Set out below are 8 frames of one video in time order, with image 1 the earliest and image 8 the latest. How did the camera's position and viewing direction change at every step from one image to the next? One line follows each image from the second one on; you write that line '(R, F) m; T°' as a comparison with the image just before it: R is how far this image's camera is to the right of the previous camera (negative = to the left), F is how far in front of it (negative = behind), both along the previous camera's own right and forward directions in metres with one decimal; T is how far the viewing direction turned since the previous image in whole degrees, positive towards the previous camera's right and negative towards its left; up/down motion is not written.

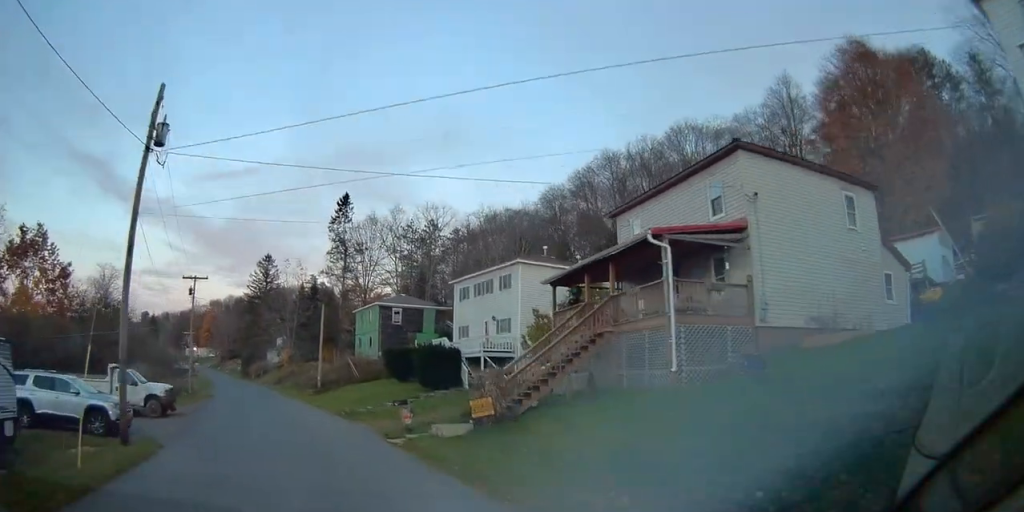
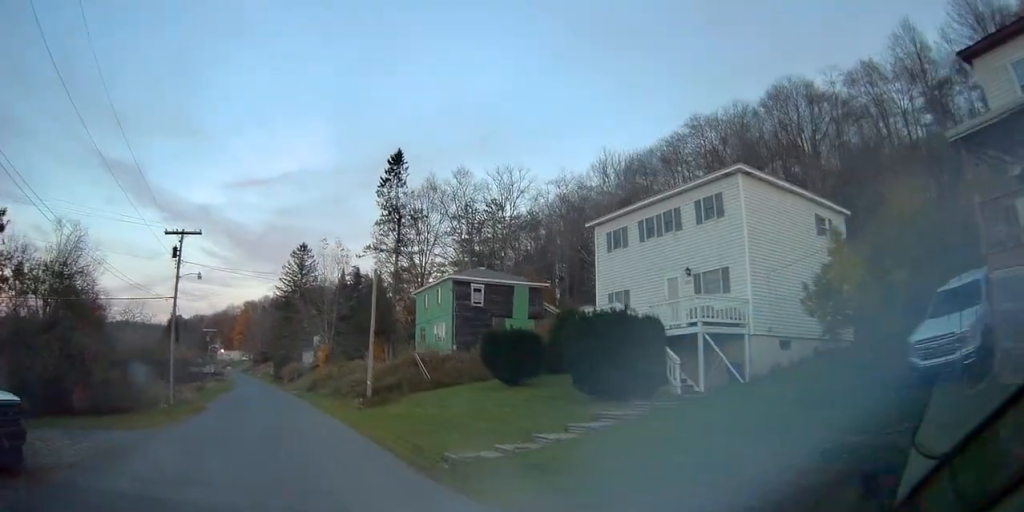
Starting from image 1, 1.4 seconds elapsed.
(-0.6, +17.0) m; -3°
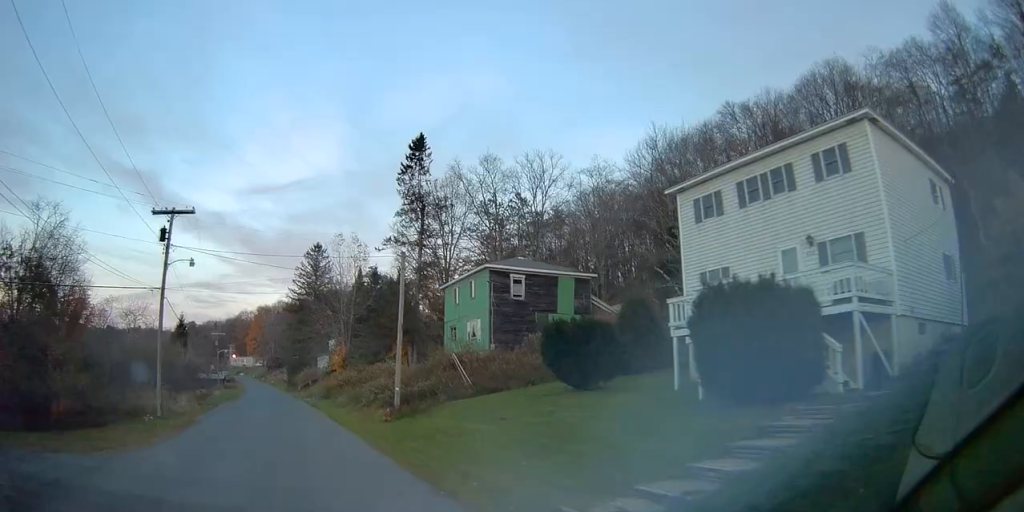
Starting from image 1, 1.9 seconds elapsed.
(+0.1, +5.6) m; -1°
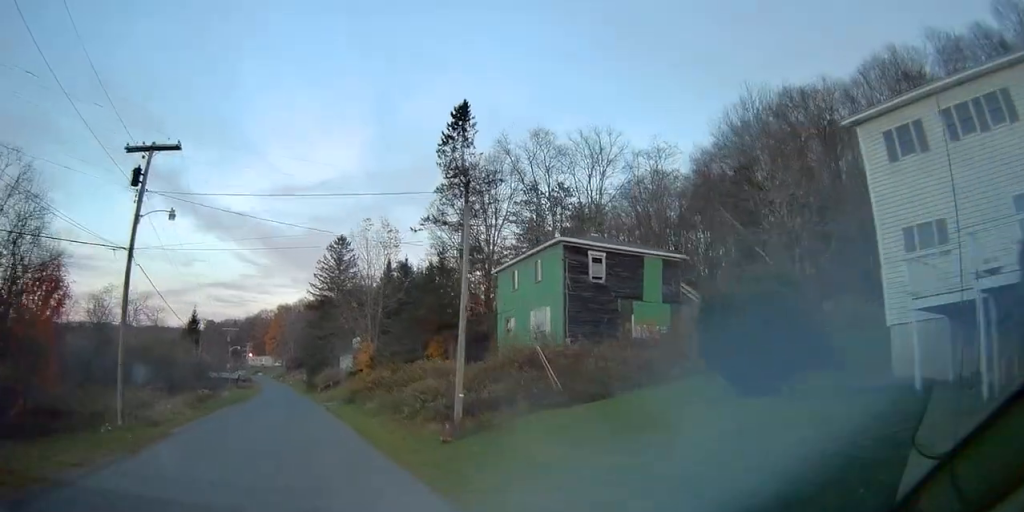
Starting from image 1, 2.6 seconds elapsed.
(-0.2, +7.9) m; -2°
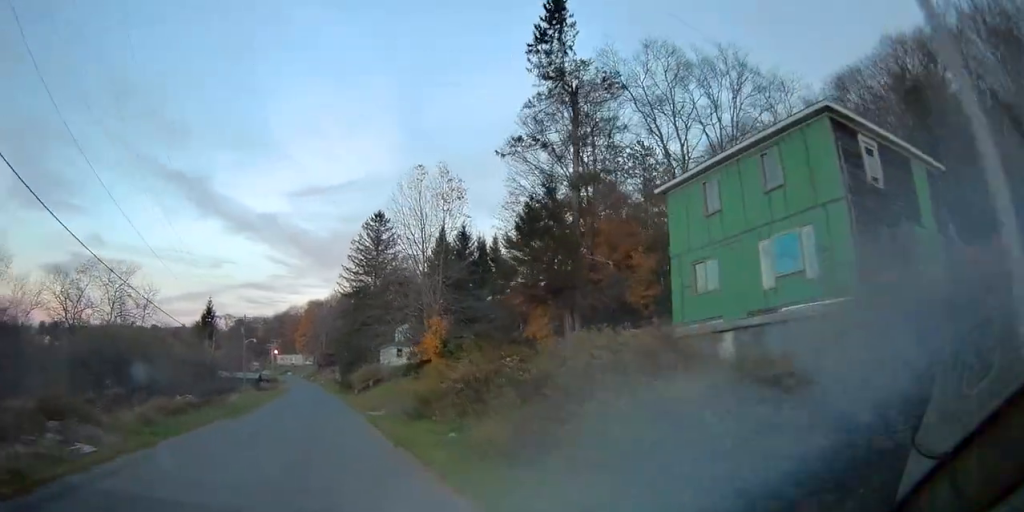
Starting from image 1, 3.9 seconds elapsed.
(-0.5, +15.7) m; -3°
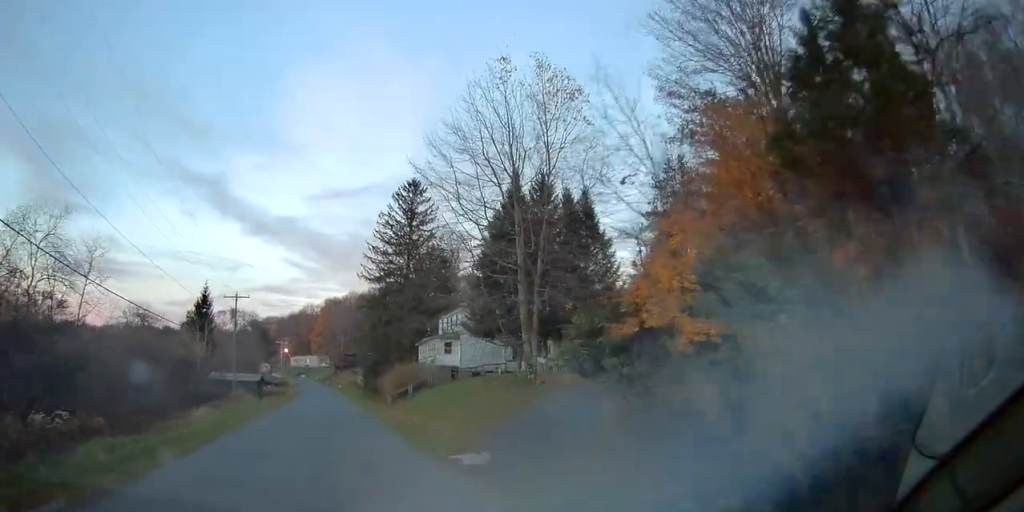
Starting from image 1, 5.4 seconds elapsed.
(-0.6, +18.5) m; -3°
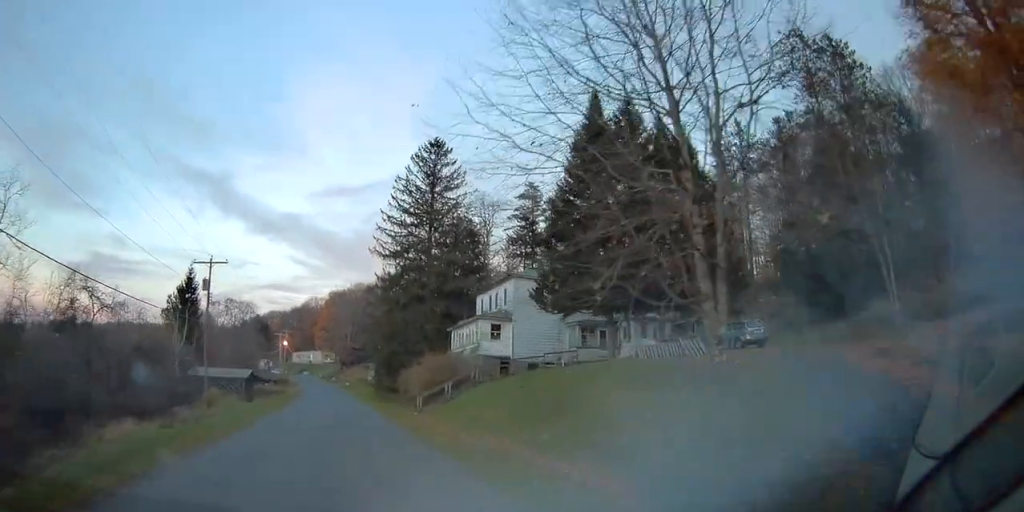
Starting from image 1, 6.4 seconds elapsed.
(0.0, +13.2) m; -1°
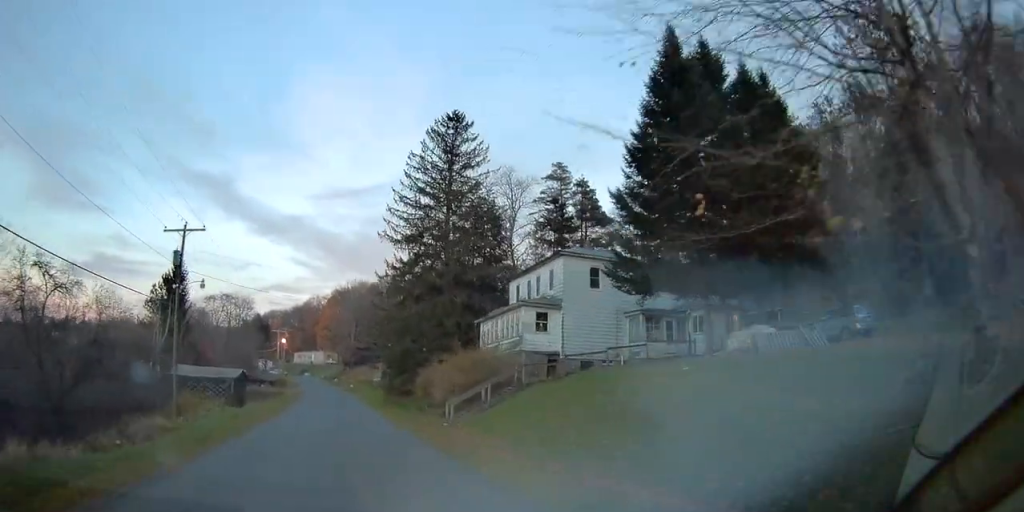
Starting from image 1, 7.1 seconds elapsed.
(-0.2, +8.0) m; 0°
